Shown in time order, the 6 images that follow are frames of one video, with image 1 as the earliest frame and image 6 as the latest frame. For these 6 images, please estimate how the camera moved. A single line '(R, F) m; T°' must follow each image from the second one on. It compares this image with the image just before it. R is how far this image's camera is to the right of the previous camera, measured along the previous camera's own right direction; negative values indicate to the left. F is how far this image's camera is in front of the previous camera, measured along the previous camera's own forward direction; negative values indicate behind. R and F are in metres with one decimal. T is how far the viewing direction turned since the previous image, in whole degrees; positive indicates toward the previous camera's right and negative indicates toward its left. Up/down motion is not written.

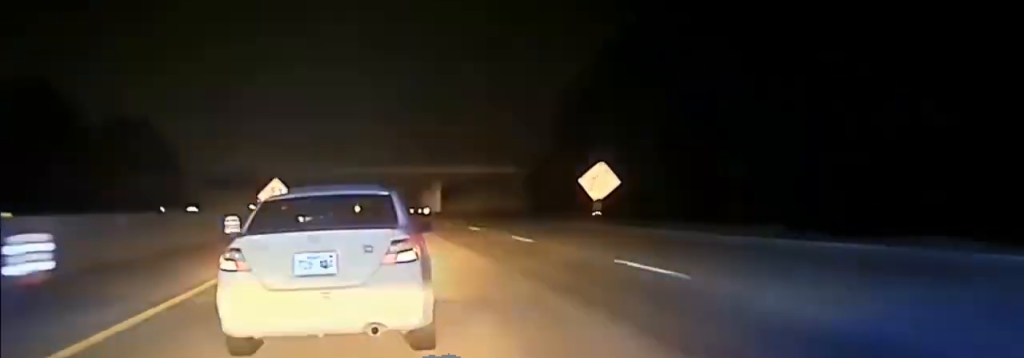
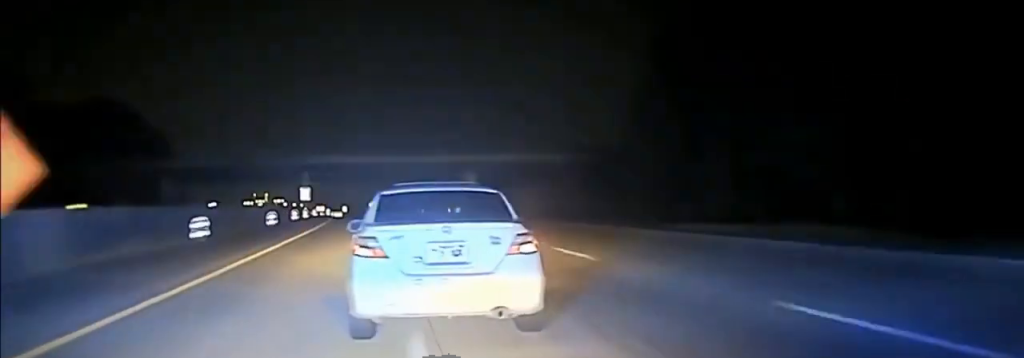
(-0.2, +32.6) m; -1°
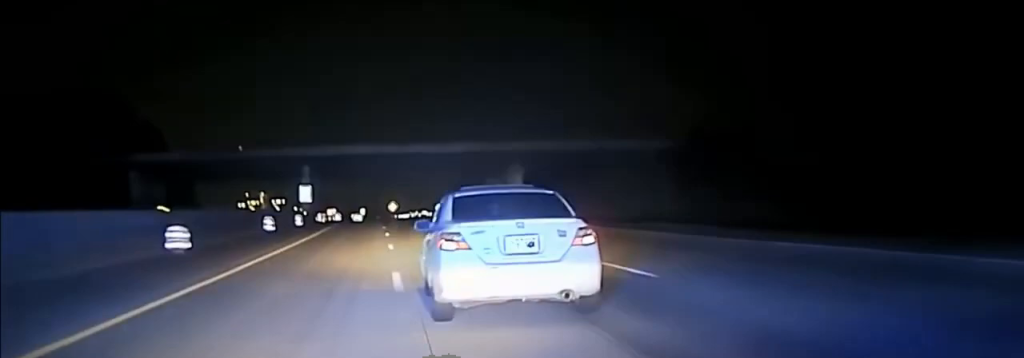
(-0.2, +27.9) m; -1°
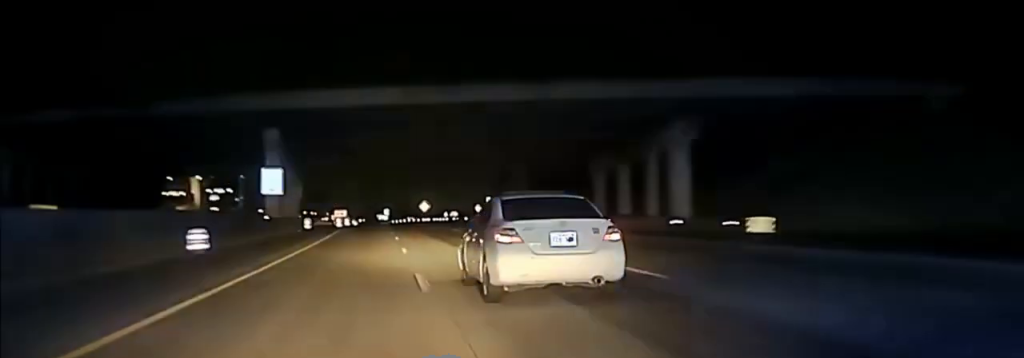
(-0.8, +50.4) m; -2°
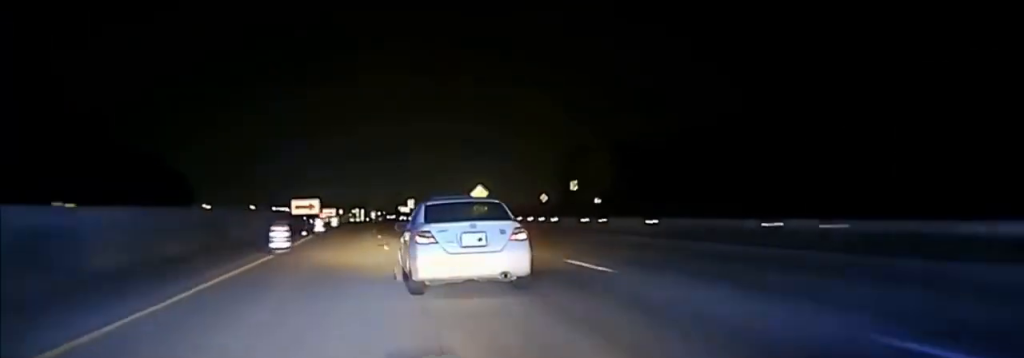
(-1.9, +70.9) m; -2°
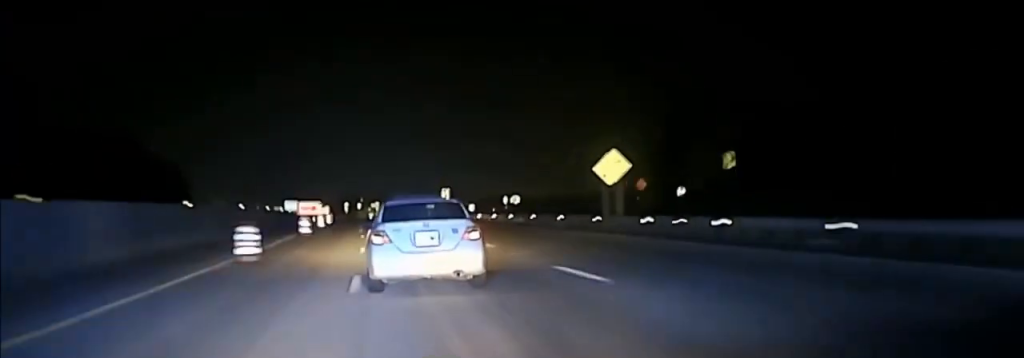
(-0.1, +49.6) m; -1°
